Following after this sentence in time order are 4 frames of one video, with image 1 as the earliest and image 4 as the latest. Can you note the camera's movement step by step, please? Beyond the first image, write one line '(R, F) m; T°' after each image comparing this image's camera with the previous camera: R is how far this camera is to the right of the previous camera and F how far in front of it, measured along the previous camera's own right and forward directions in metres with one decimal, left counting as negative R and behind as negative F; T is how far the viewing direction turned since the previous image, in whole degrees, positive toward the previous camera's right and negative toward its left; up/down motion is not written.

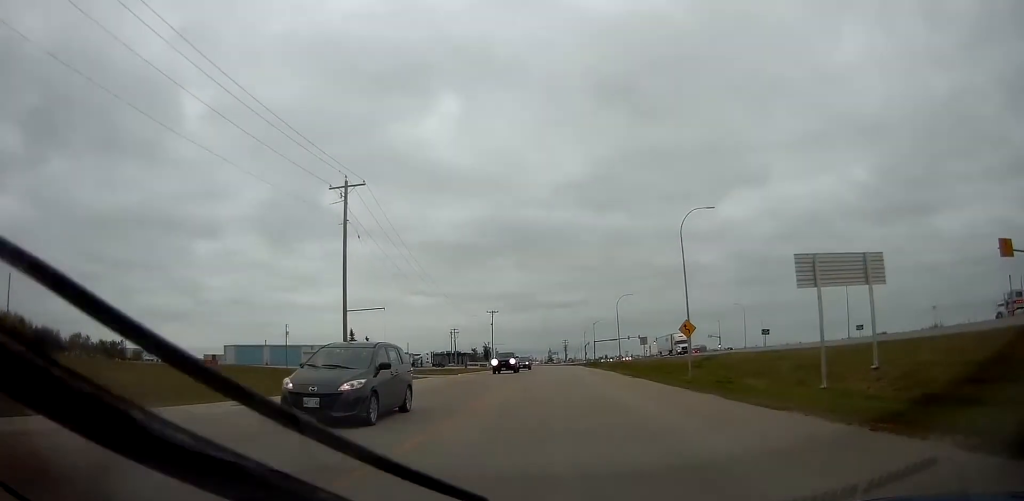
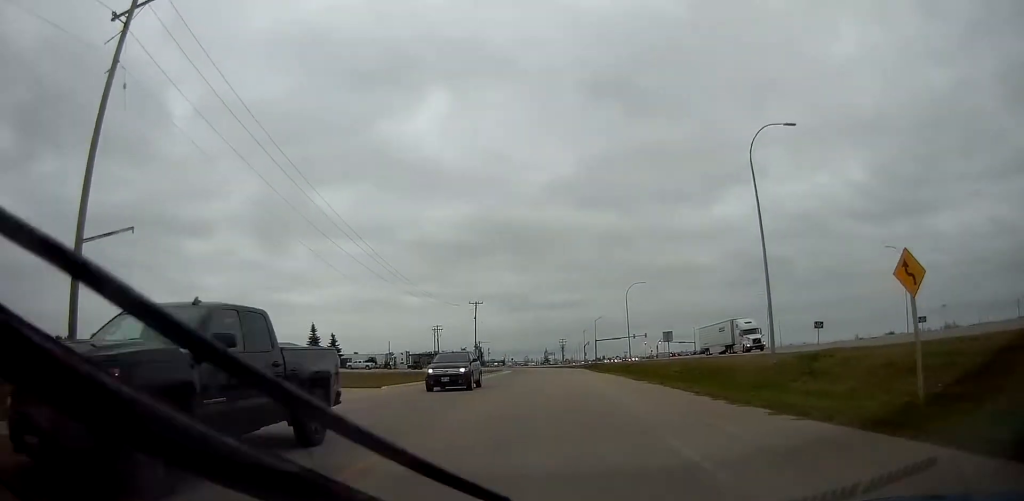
(-0.2, +21.6) m; 0°
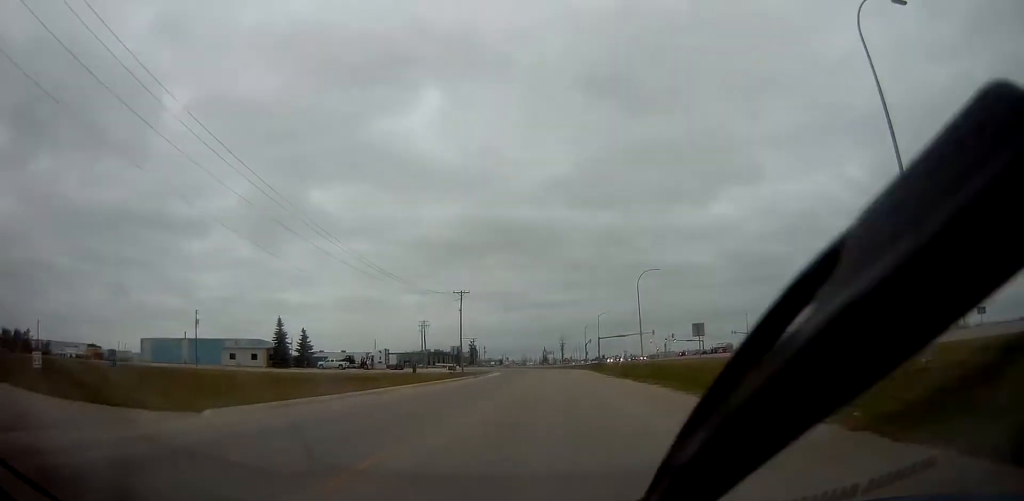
(-0.1, +15.2) m; 0°
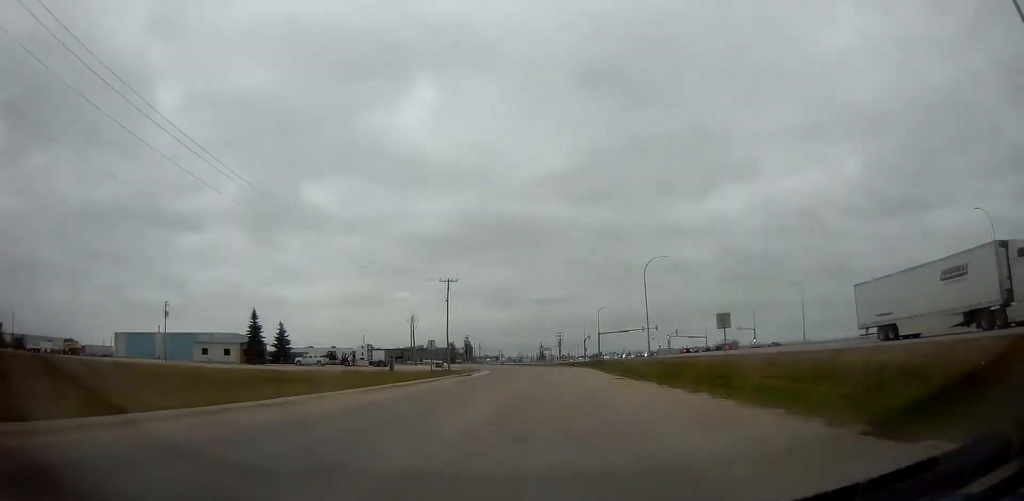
(-0.1, +9.0) m; 0°
